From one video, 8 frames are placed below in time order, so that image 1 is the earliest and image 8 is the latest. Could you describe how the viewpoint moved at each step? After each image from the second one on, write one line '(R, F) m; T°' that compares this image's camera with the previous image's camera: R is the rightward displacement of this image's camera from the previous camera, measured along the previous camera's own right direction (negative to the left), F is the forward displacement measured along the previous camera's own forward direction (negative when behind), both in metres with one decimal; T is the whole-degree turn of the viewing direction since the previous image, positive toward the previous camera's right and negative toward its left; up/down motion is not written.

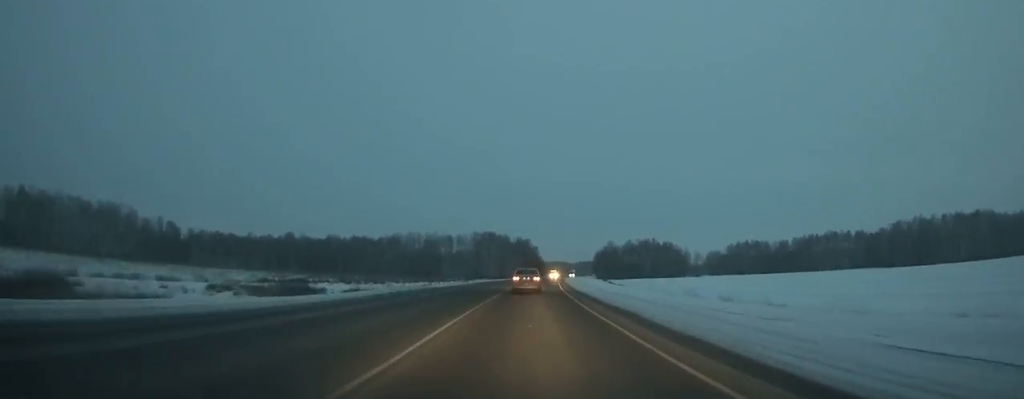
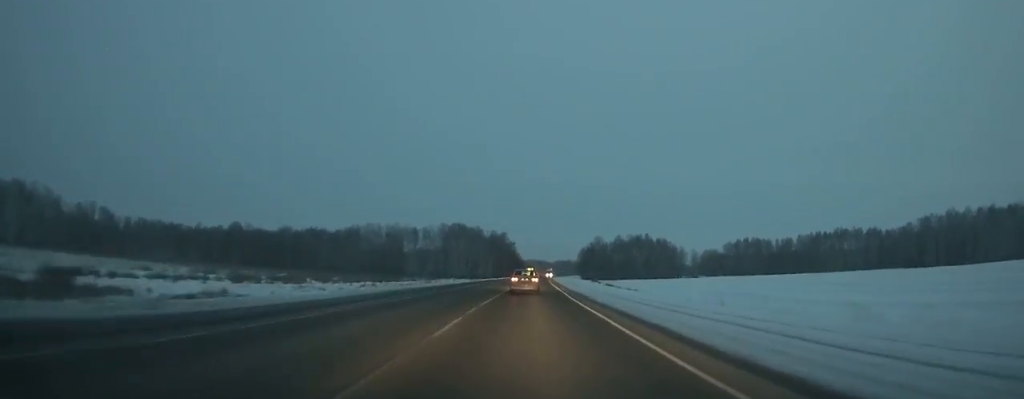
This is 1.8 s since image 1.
(+0.8, +44.8) m; +2°
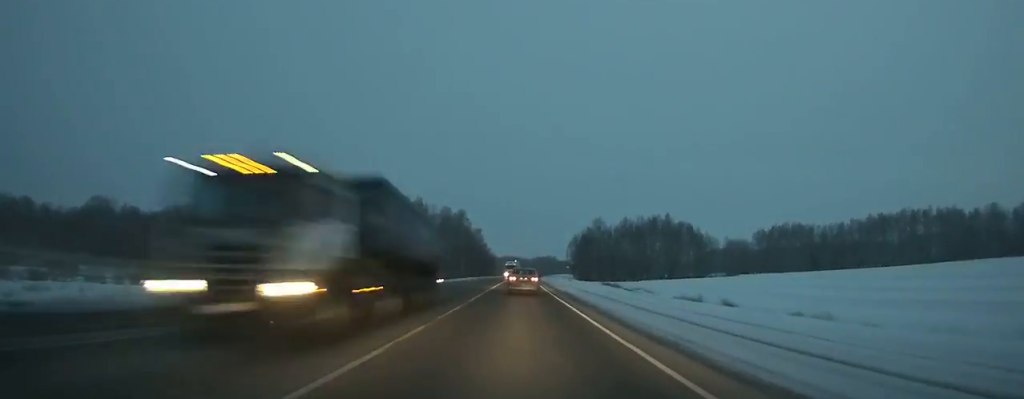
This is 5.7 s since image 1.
(+1.9, +95.5) m; +2°
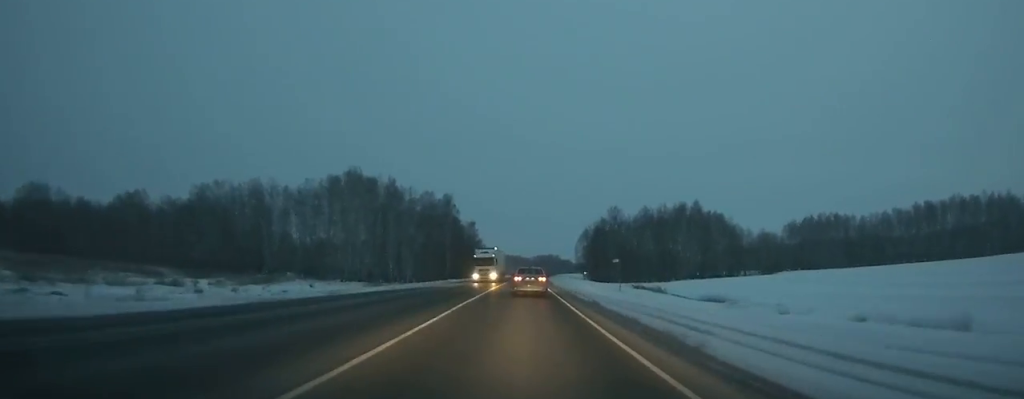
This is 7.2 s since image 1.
(0.0, +36.3) m; +1°
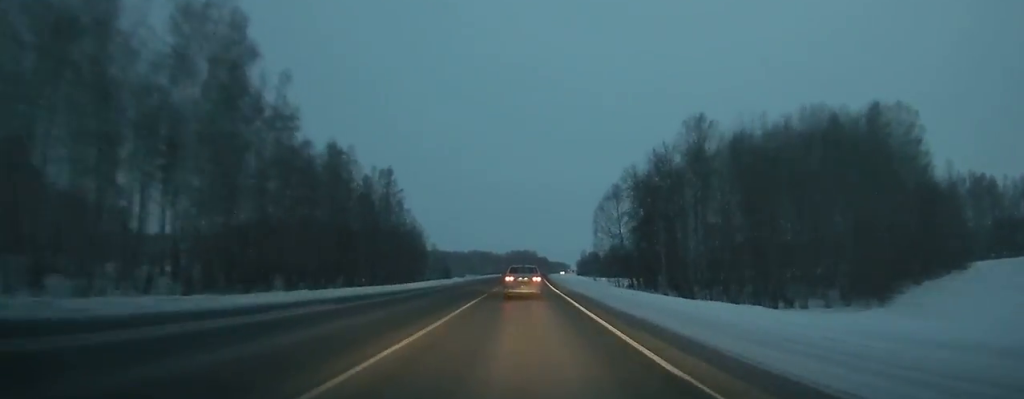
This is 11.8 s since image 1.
(+2.1, +110.0) m; +2°
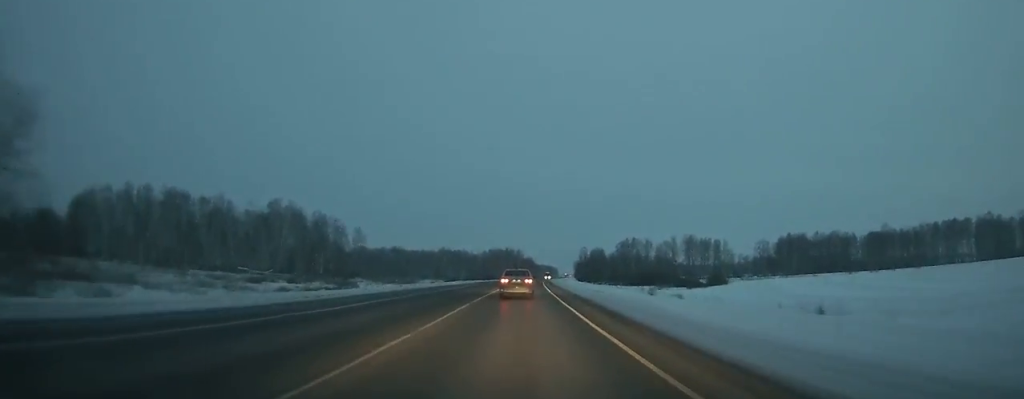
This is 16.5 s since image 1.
(+1.4, +111.6) m; +2°
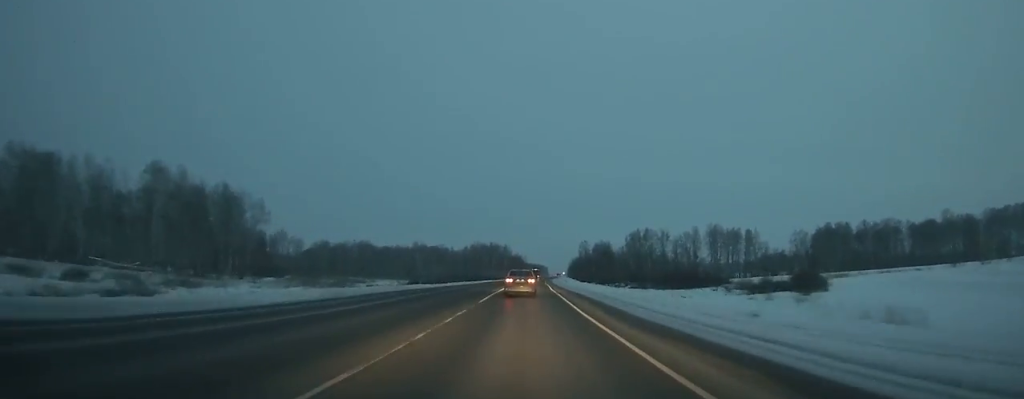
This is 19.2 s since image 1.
(+0.8, +64.8) m; +1°
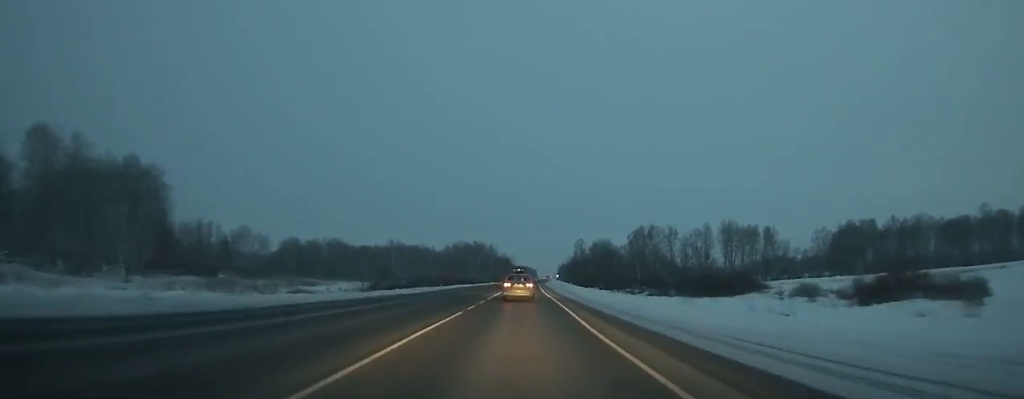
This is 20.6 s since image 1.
(+0.1, +33.8) m; +1°
